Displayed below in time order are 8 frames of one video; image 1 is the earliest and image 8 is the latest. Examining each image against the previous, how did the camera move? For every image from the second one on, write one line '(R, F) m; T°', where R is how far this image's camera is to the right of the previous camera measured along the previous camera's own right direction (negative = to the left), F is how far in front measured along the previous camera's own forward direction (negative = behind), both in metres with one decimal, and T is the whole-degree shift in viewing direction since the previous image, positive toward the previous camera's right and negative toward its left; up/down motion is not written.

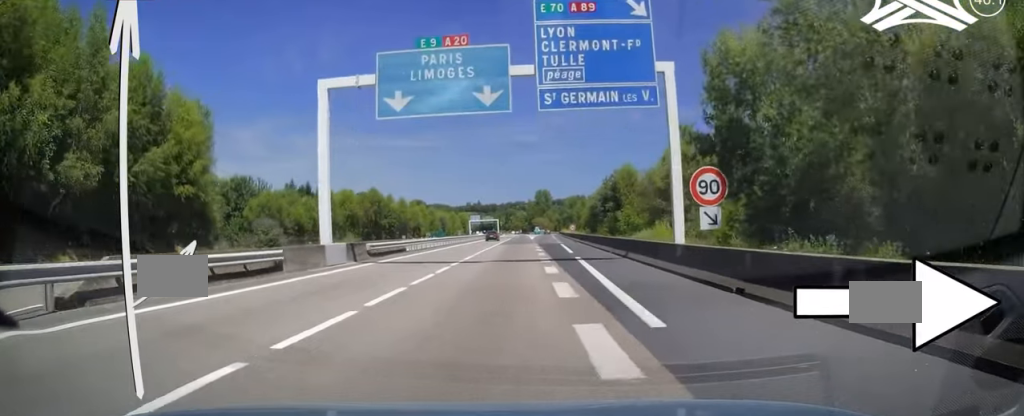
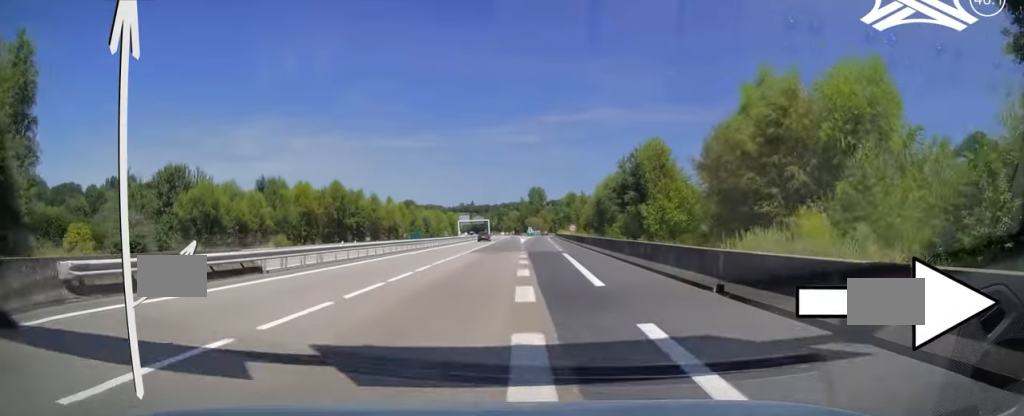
(+0.3, +20.4) m; +1°
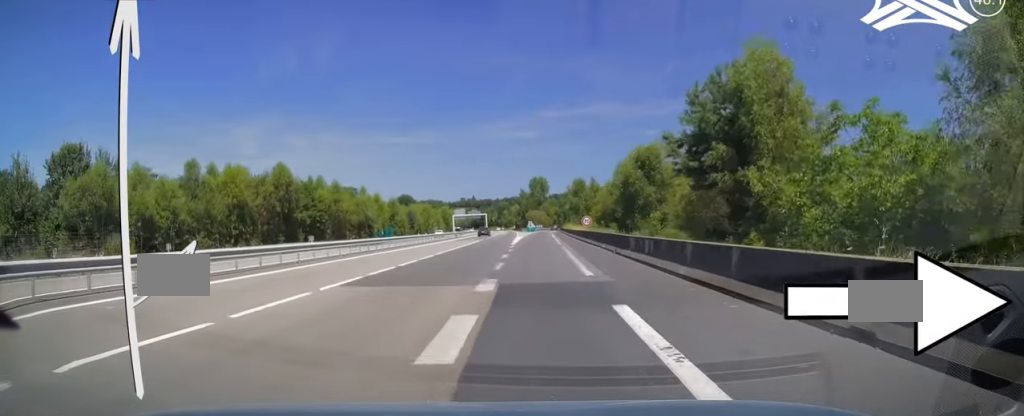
(+0.3, +24.9) m; +1°
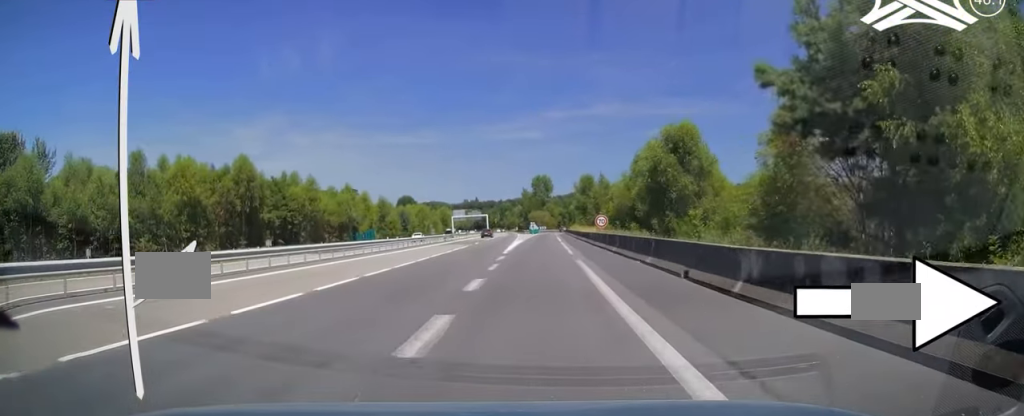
(+0.1, +12.8) m; 0°
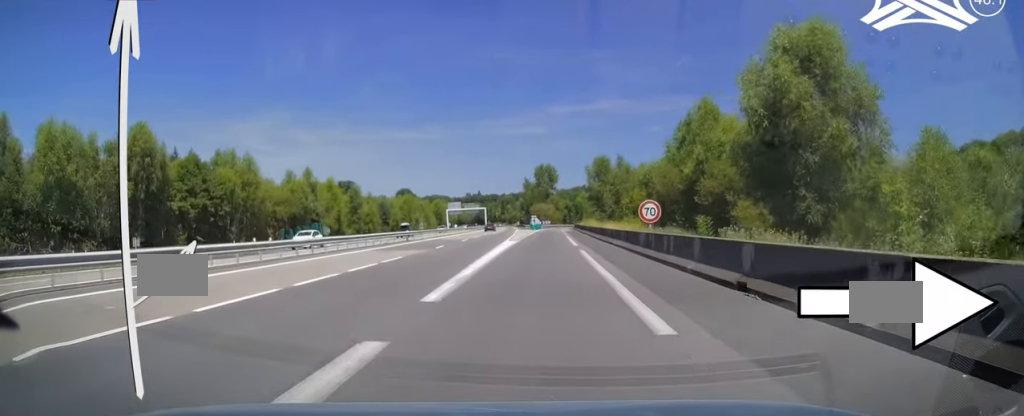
(-0.1, +22.6) m; 0°
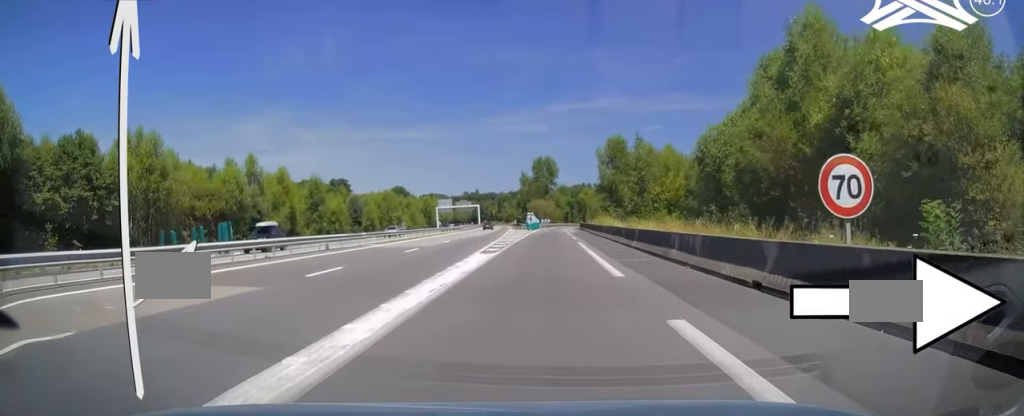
(-0.1, +20.6) m; 0°
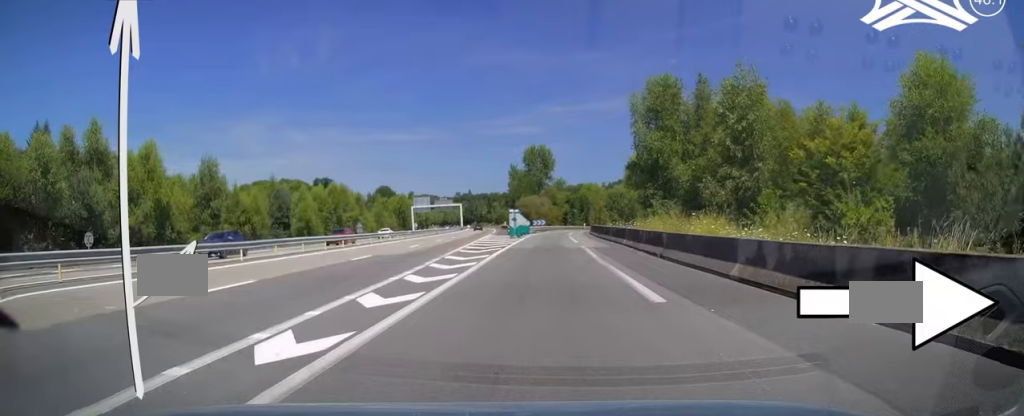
(0.0, +35.5) m; 0°
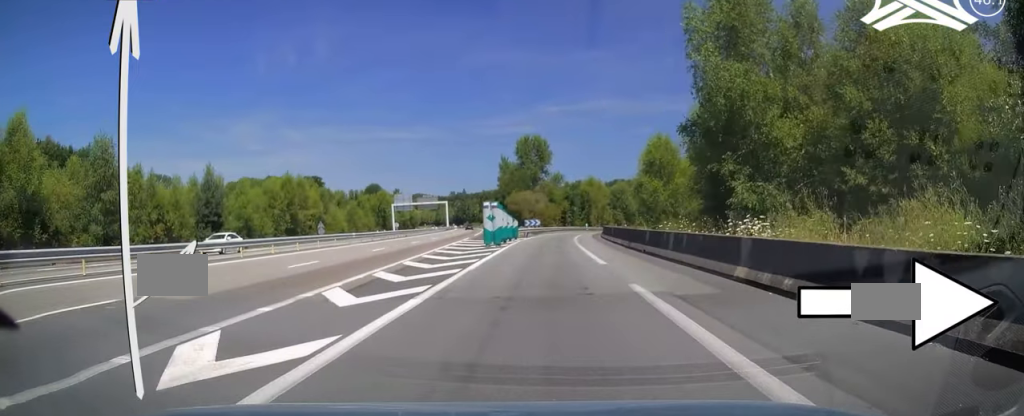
(0.0, +19.3) m; 0°
